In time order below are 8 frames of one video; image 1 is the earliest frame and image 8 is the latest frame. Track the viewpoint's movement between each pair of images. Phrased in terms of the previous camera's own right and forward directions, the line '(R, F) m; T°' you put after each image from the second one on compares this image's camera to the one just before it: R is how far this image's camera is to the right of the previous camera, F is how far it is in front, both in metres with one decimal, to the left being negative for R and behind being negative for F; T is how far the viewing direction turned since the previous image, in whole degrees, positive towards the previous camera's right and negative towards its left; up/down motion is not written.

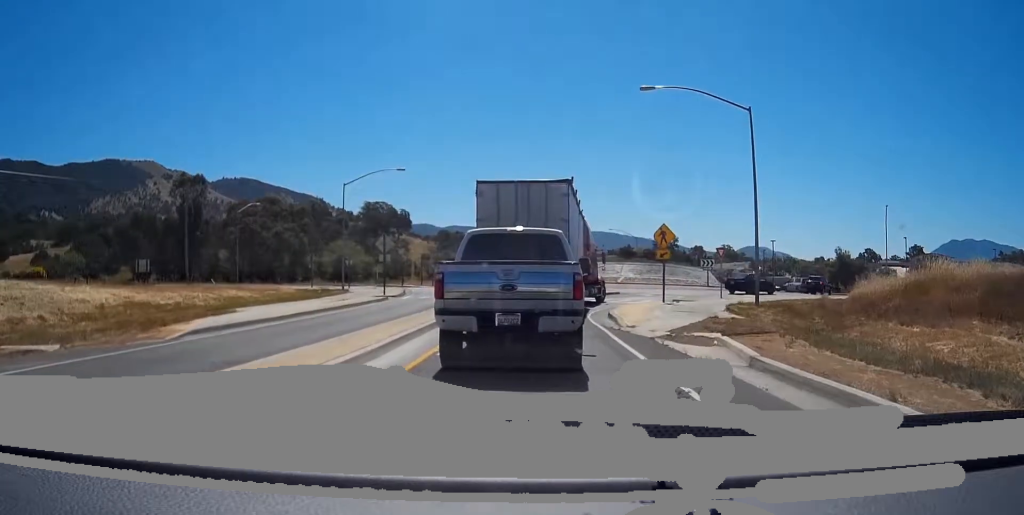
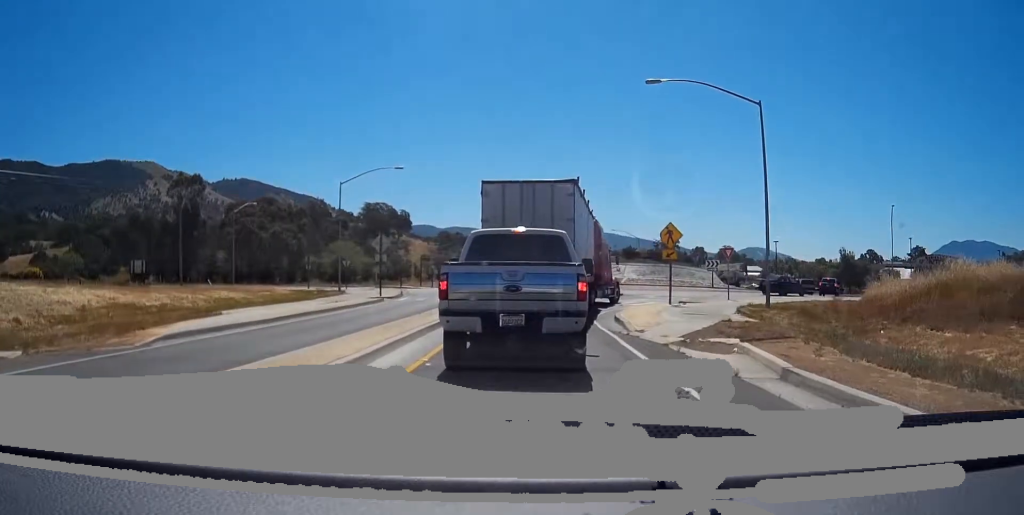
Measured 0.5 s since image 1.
(-0.1, +1.8) m; +1°
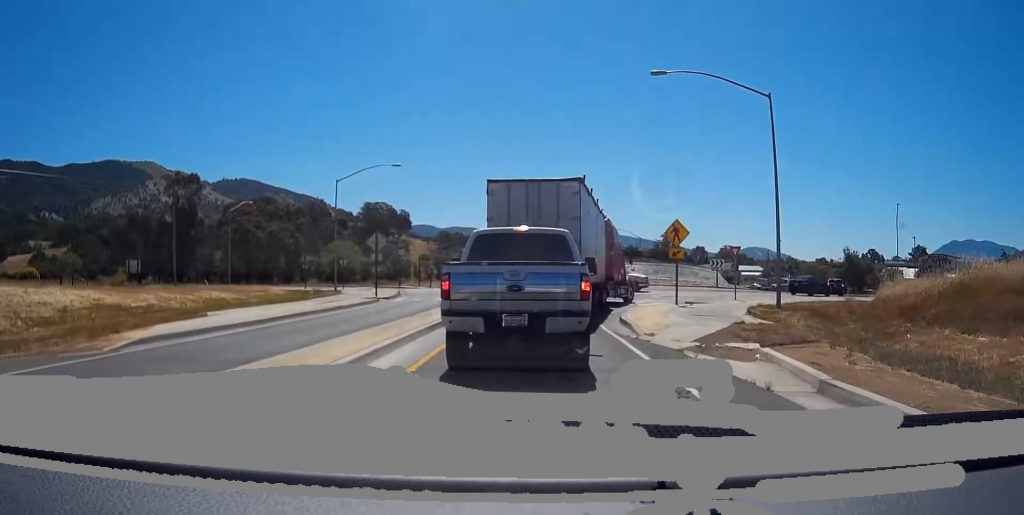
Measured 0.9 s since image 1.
(+0.1, +1.7) m; 0°
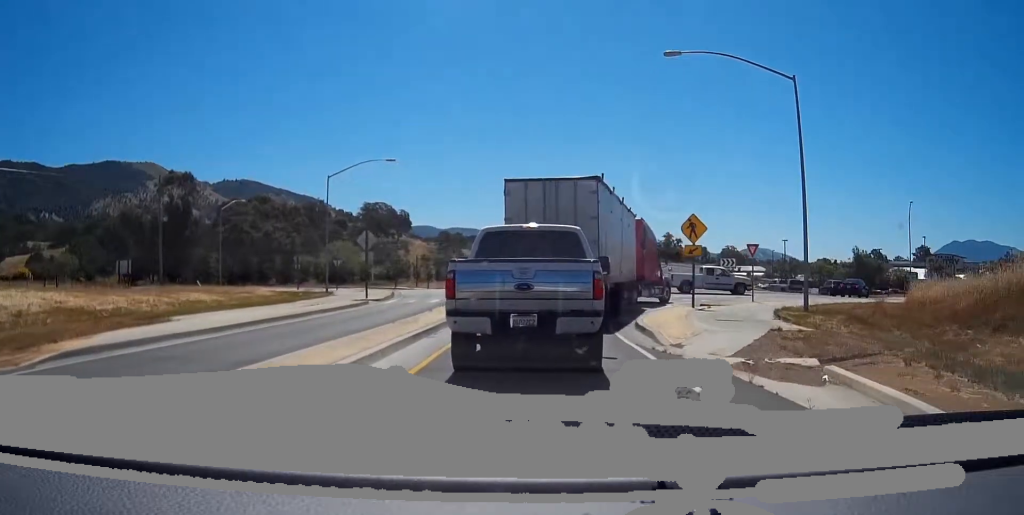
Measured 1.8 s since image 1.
(+0.1, +3.6) m; 0°
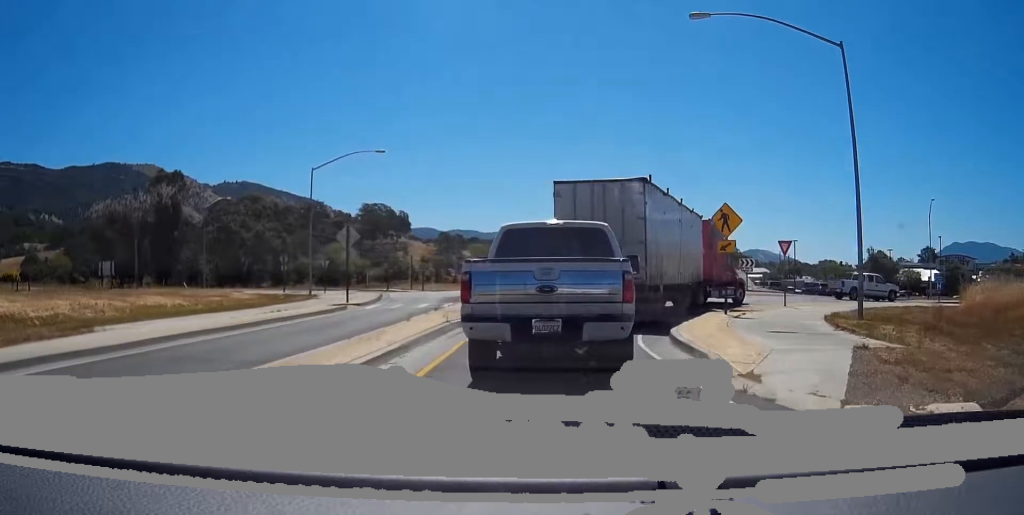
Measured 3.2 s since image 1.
(-0.2, +5.4) m; +1°
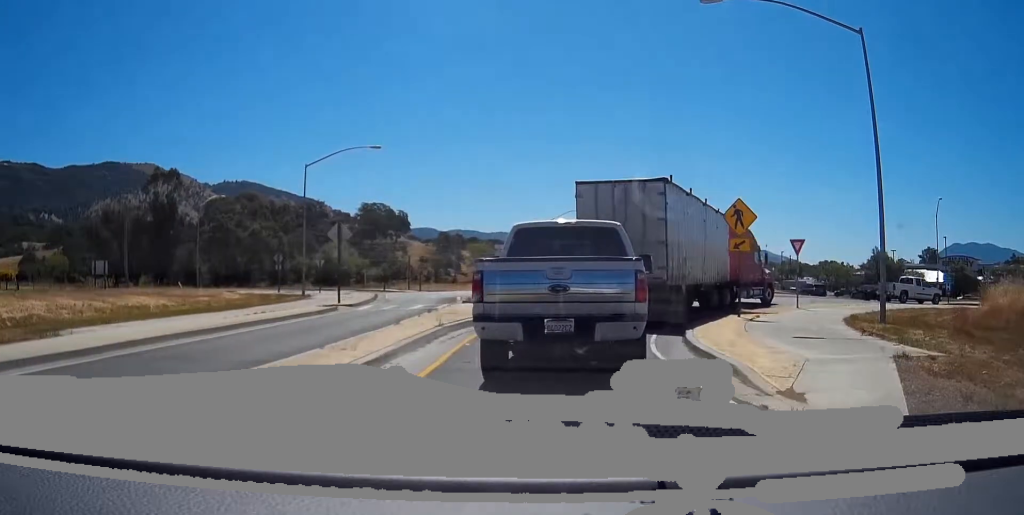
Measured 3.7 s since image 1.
(0.0, +1.8) m; +2°
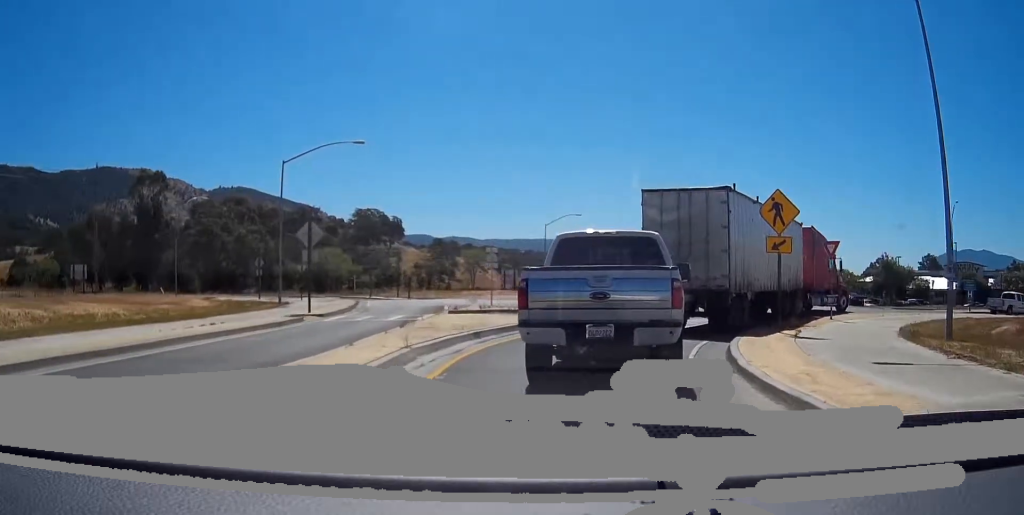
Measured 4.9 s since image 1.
(+0.3, +4.8) m; +4°
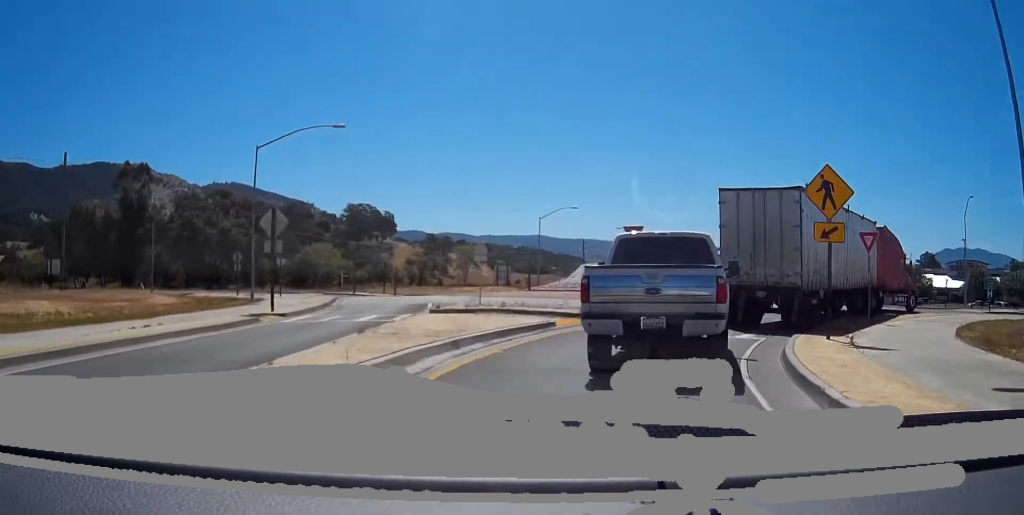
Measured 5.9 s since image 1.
(0.0, +4.4) m; 0°
